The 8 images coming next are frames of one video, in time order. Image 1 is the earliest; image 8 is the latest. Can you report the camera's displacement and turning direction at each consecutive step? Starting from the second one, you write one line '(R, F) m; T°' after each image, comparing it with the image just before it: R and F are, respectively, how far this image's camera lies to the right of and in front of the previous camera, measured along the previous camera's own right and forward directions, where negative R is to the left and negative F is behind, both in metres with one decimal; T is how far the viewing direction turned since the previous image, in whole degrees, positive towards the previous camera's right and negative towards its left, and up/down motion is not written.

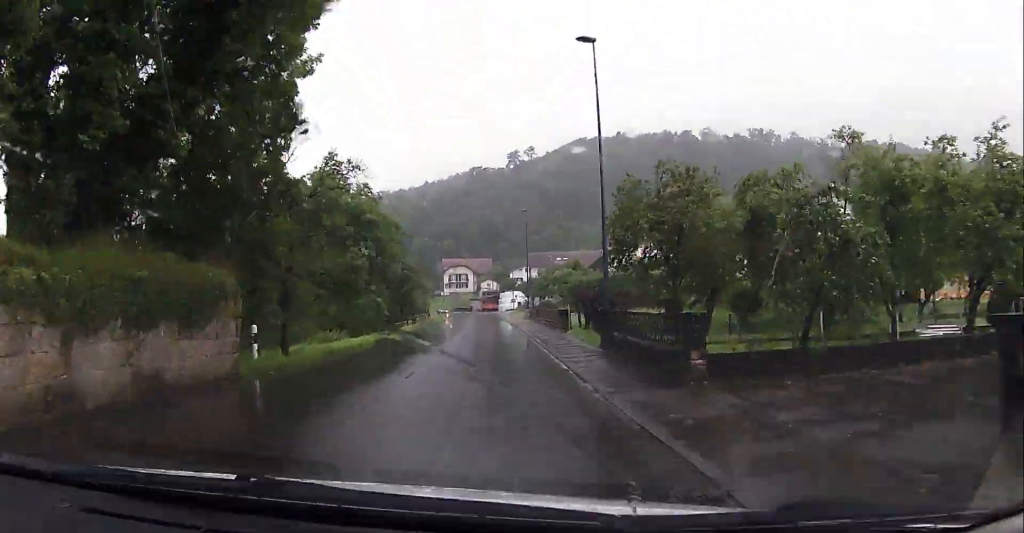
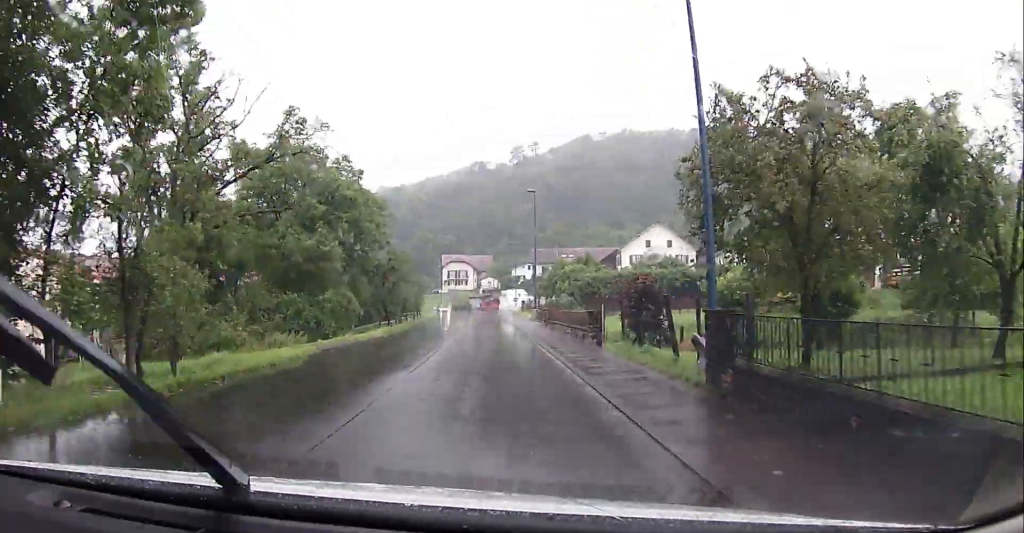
(0.0, +9.0) m; 0°
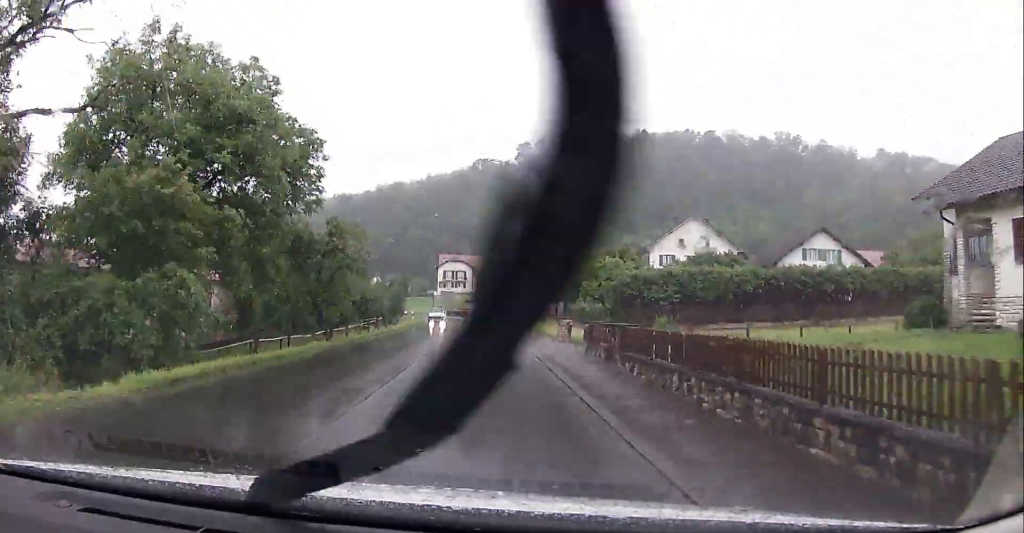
(+0.2, +19.3) m; +1°
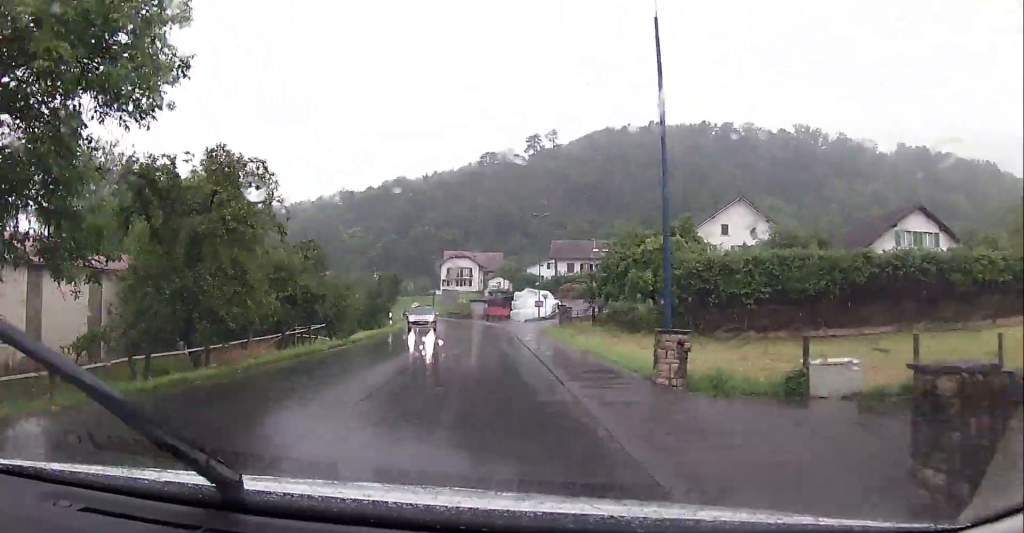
(0.0, +15.1) m; 0°
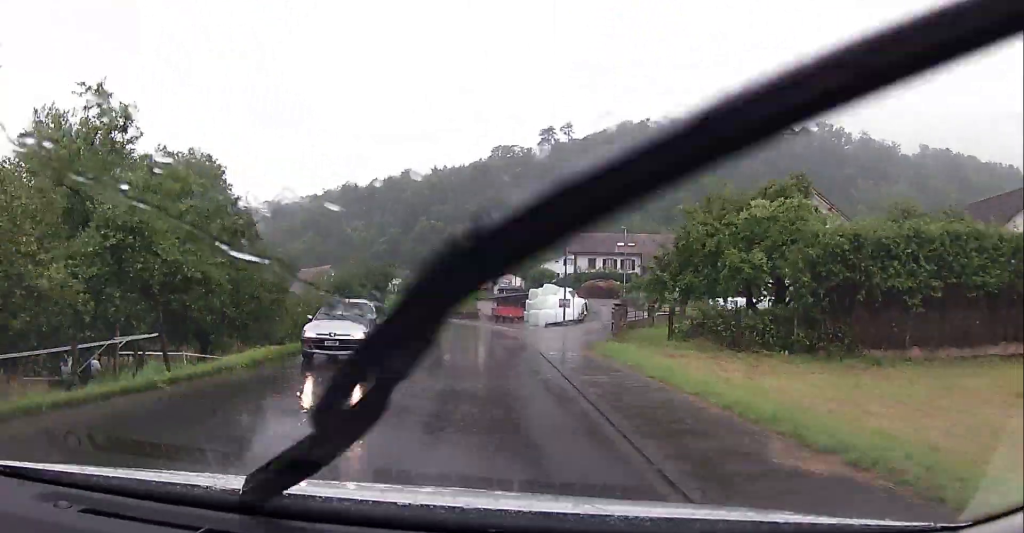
(0.0, +13.7) m; -1°
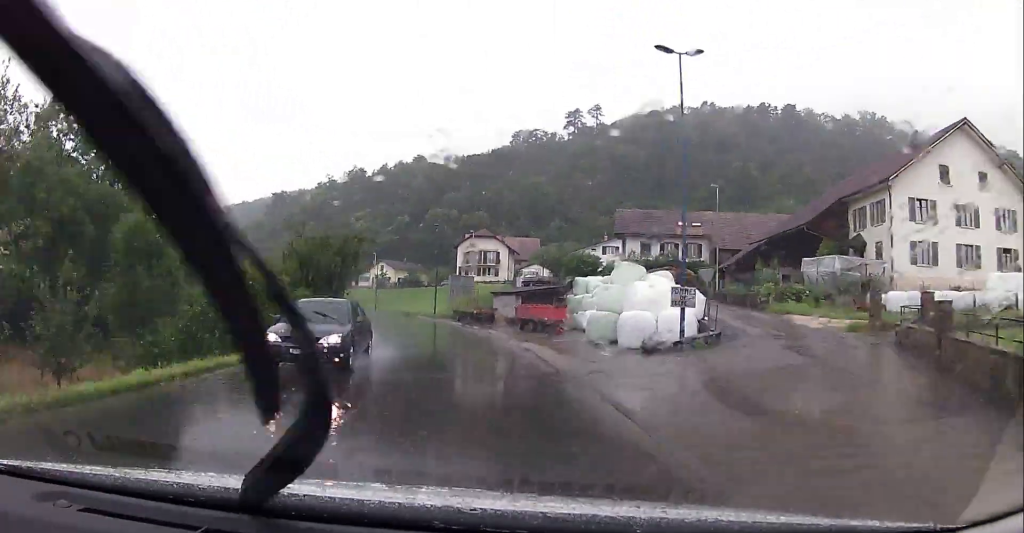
(-0.8, +24.6) m; -4°
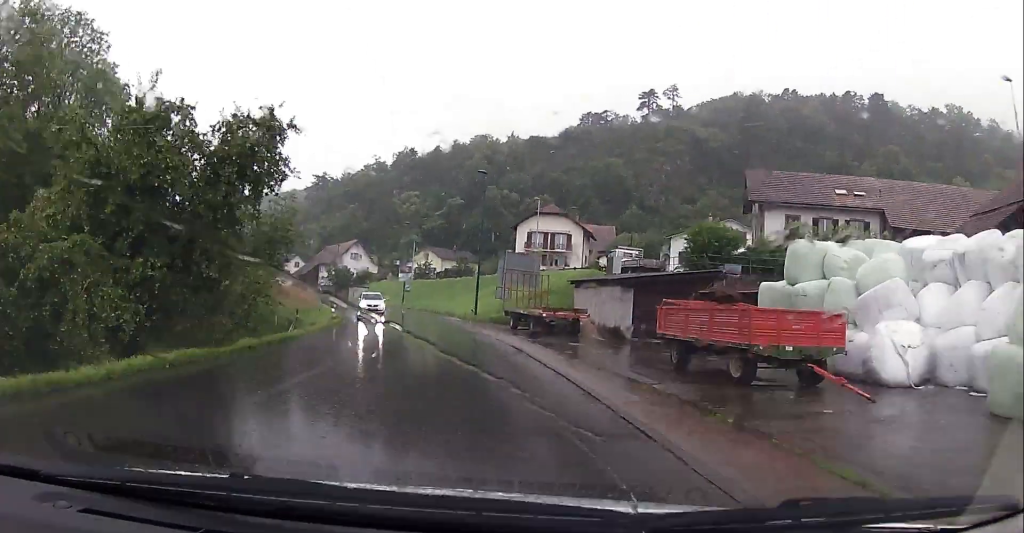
(-0.8, +26.0) m; -4°
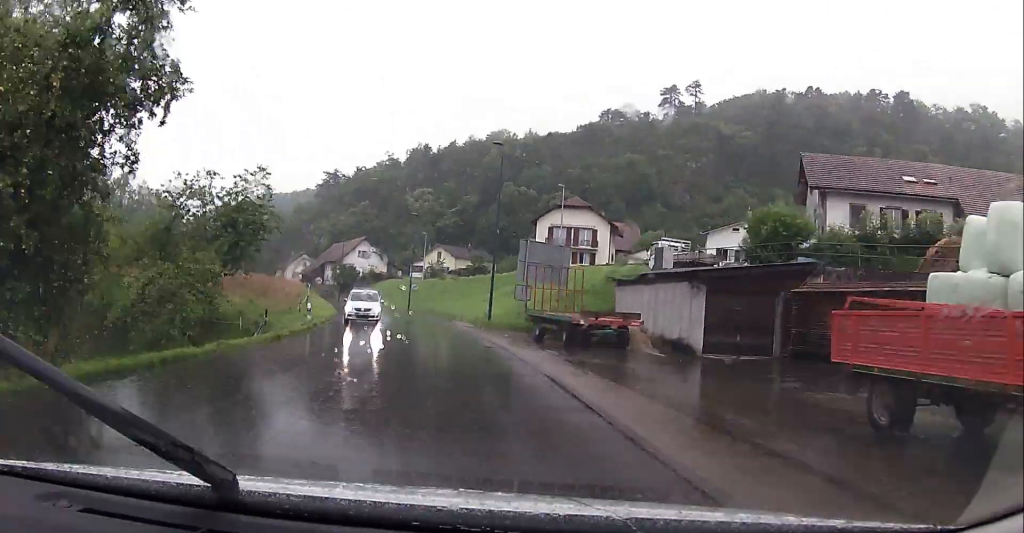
(-0.1, +8.1) m; -2°
